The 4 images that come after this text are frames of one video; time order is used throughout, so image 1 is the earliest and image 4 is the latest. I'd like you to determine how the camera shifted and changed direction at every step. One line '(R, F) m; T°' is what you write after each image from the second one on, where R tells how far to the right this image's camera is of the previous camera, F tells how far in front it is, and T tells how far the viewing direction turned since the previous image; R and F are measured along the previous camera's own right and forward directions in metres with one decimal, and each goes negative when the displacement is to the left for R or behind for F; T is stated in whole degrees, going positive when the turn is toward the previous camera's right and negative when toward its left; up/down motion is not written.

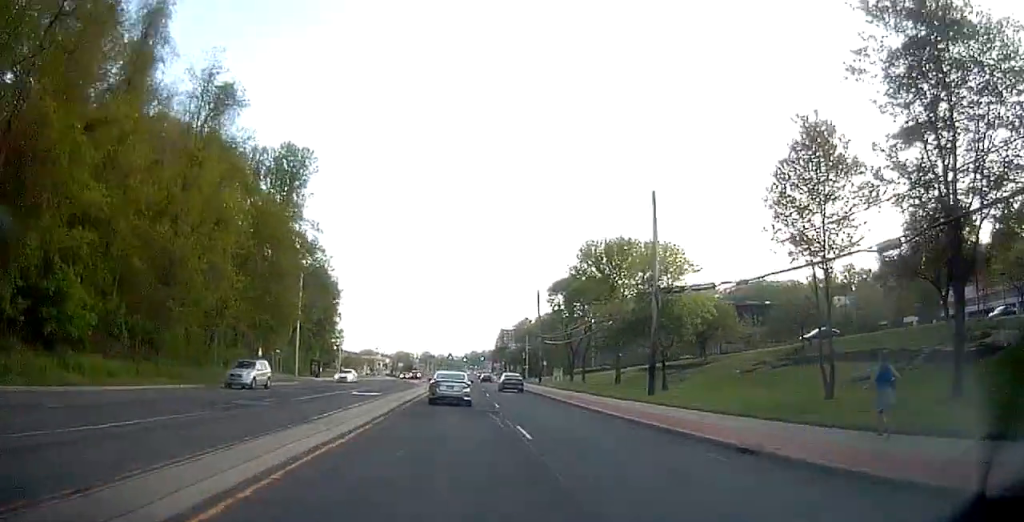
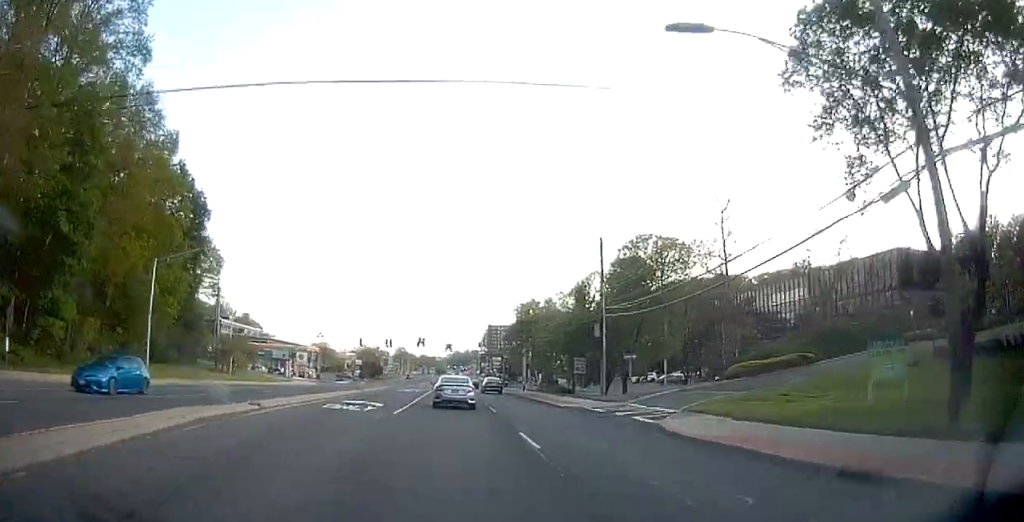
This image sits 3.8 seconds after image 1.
(+0.7, +63.7) m; +1°
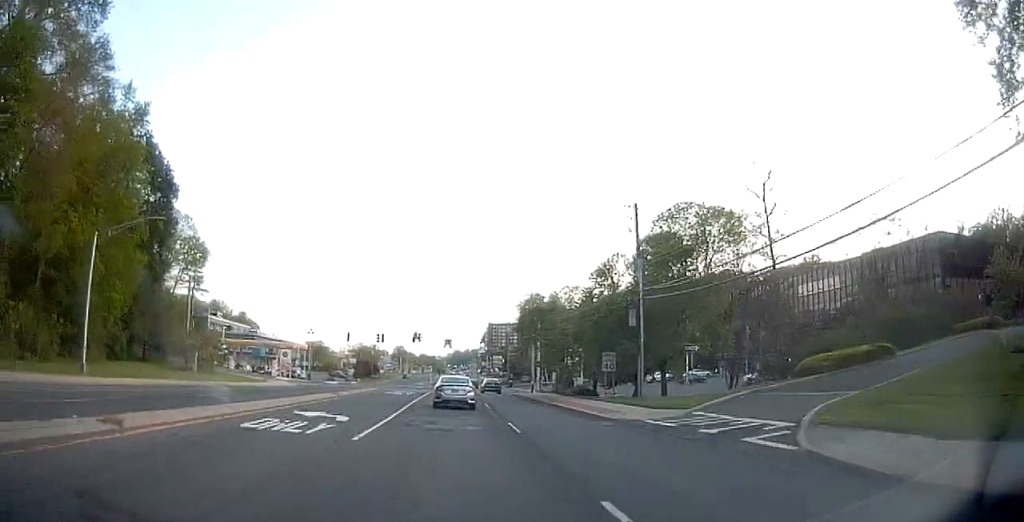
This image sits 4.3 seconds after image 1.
(+0.2, +8.6) m; +1°
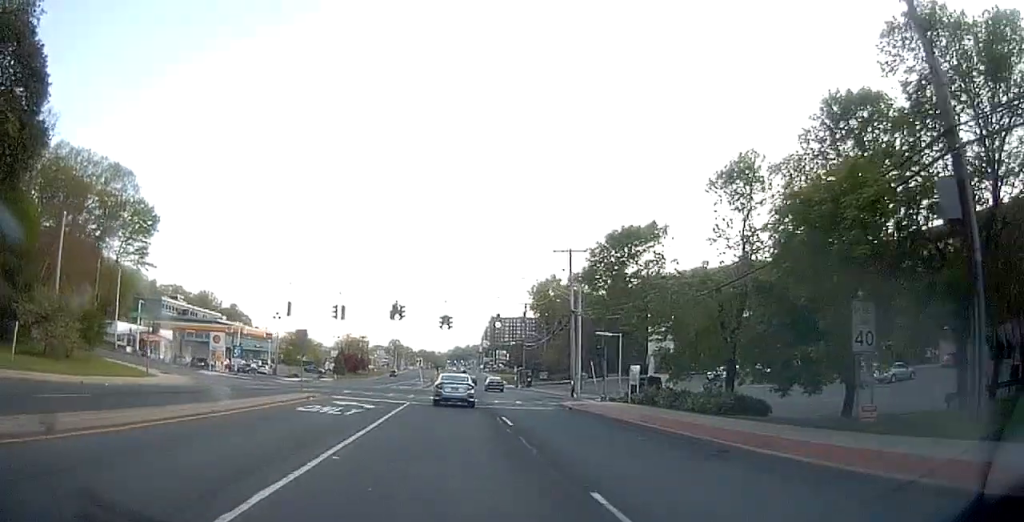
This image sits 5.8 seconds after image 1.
(-0.1, +24.1) m; -1°
